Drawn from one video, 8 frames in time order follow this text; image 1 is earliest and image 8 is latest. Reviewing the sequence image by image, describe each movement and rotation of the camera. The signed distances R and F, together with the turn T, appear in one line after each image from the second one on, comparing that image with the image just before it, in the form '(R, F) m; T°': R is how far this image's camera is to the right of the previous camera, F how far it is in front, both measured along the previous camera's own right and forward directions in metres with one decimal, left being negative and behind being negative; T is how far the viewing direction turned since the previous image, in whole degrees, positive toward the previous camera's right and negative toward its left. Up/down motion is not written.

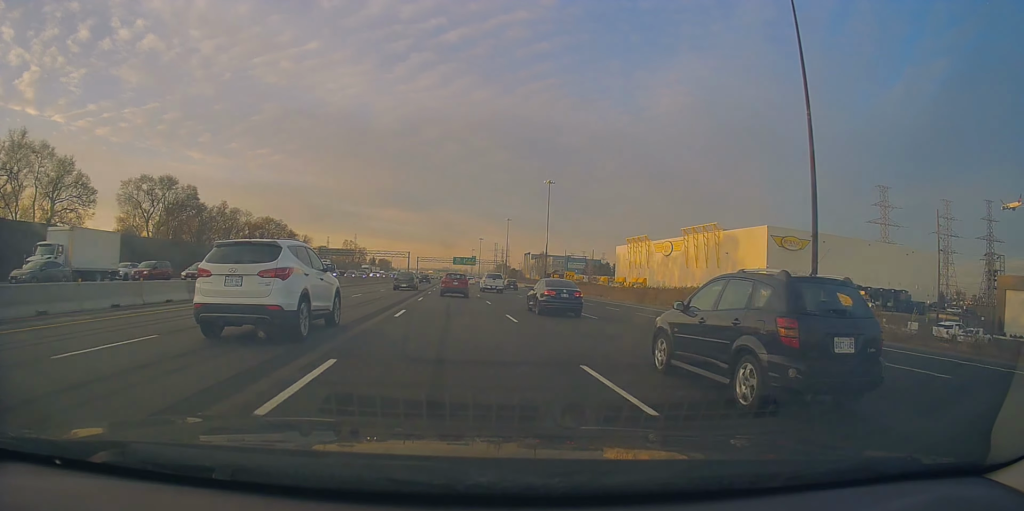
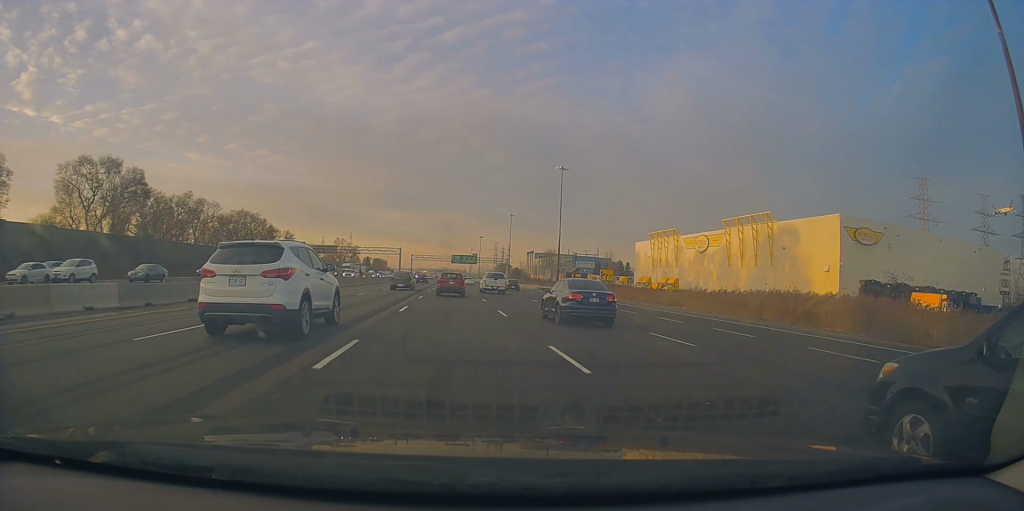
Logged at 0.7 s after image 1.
(+0.1, +21.4) m; +1°
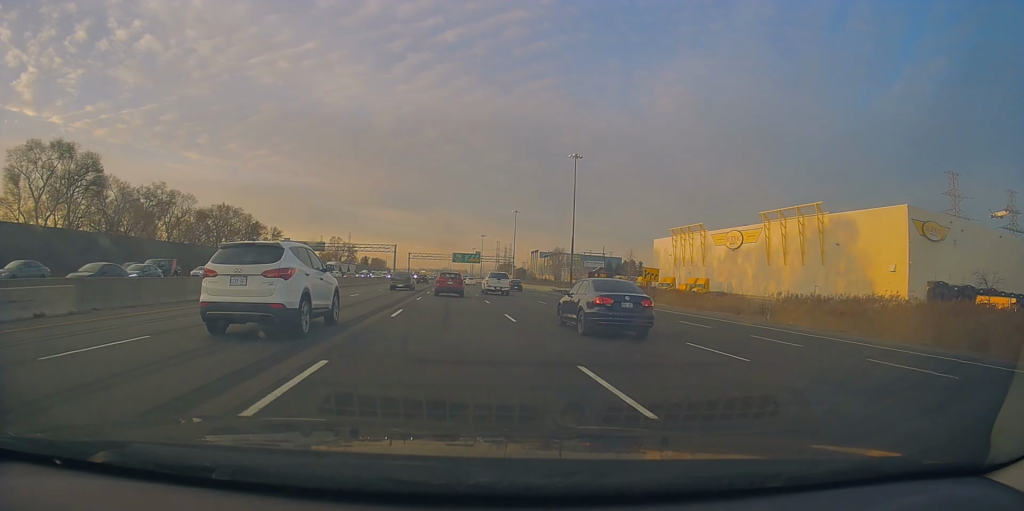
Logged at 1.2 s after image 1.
(+0.4, +14.6) m; +1°
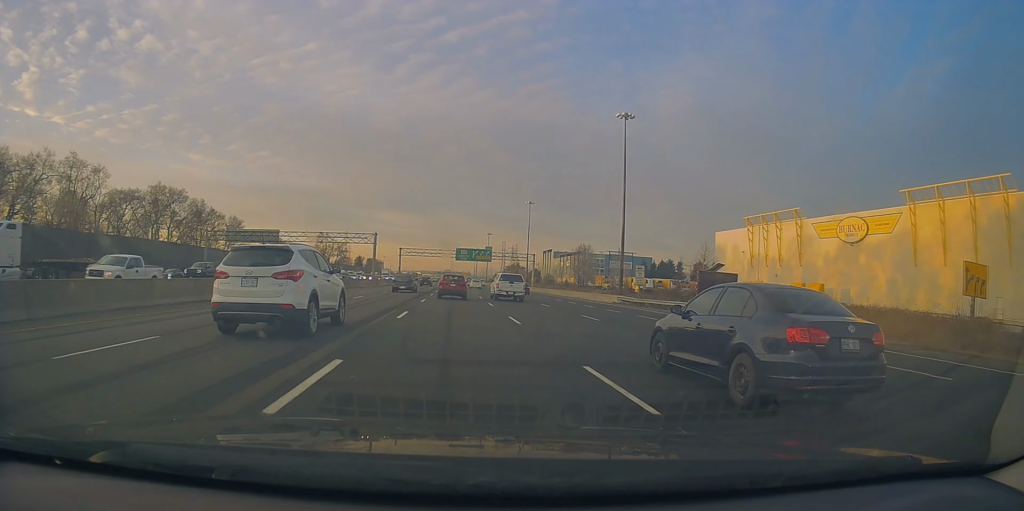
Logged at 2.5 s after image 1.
(-0.3, +35.9) m; -1°
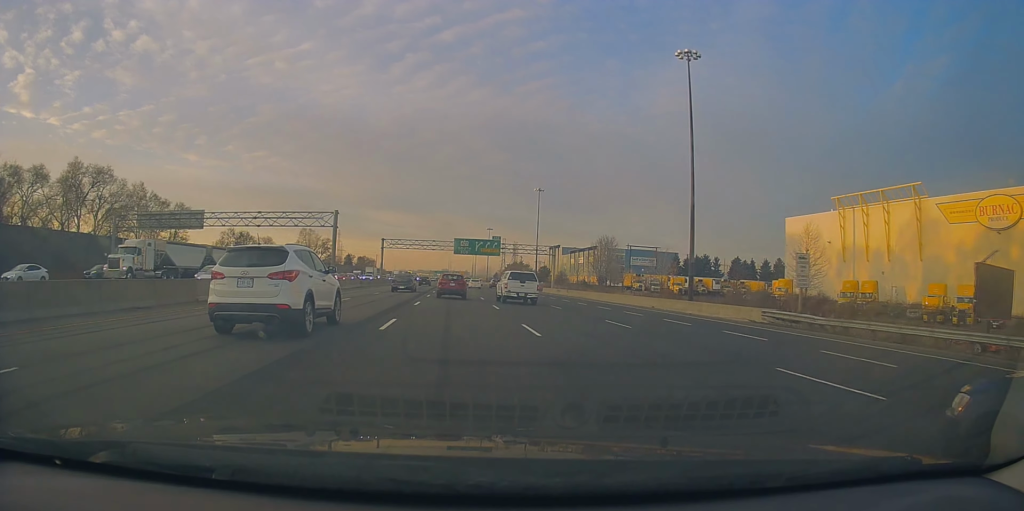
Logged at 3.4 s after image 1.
(0.0, +28.0) m; 0°
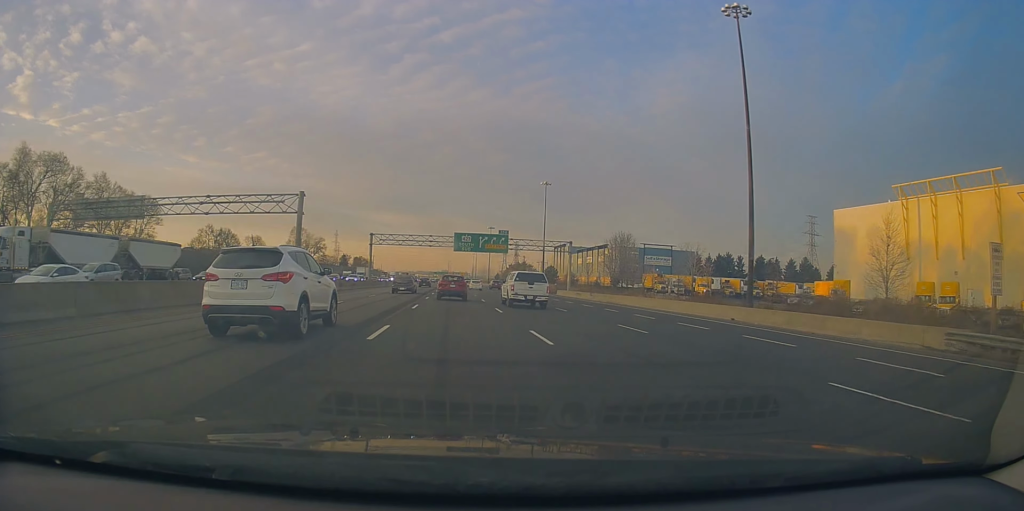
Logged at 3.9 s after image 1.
(0.0, +13.6) m; 0°
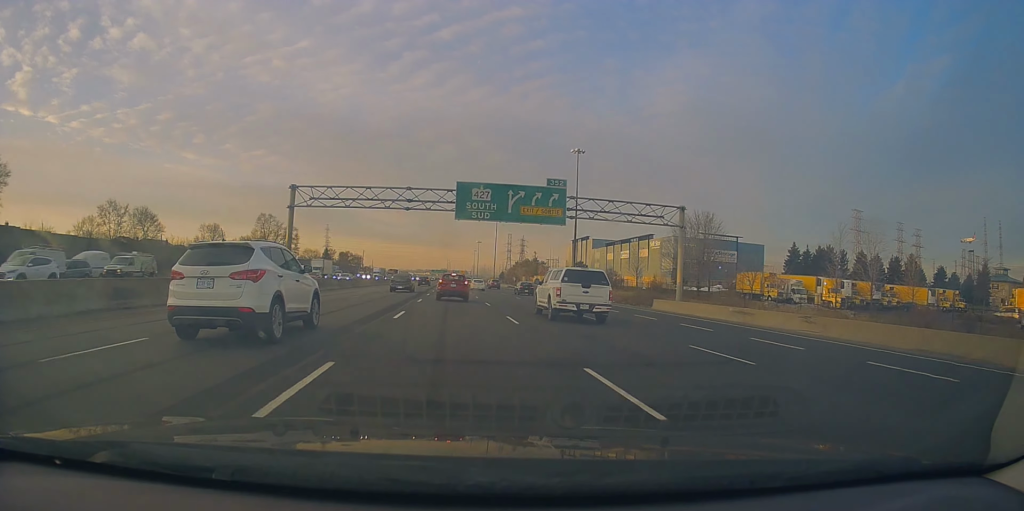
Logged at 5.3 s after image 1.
(0.0, +41.8) m; 0°
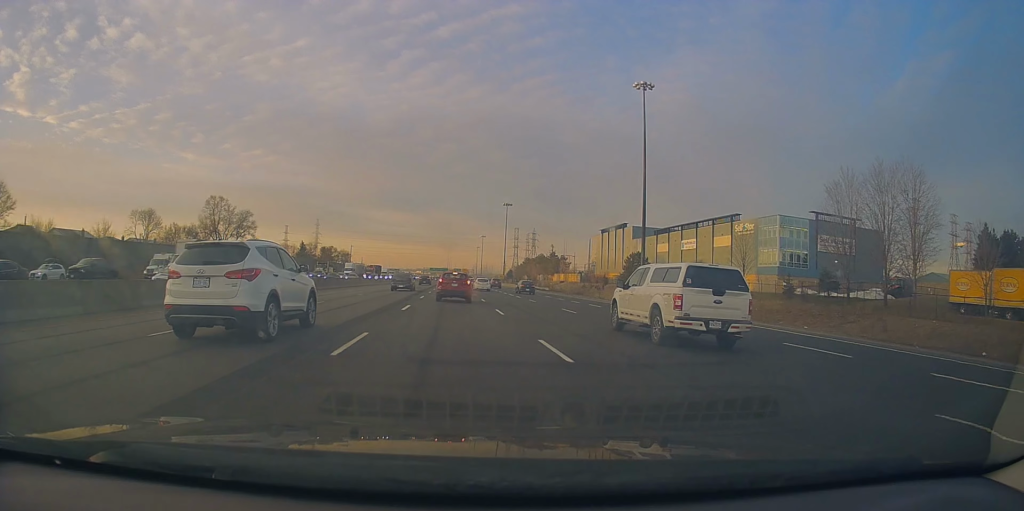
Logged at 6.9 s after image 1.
(+0.3, +44.7) m; +1°
